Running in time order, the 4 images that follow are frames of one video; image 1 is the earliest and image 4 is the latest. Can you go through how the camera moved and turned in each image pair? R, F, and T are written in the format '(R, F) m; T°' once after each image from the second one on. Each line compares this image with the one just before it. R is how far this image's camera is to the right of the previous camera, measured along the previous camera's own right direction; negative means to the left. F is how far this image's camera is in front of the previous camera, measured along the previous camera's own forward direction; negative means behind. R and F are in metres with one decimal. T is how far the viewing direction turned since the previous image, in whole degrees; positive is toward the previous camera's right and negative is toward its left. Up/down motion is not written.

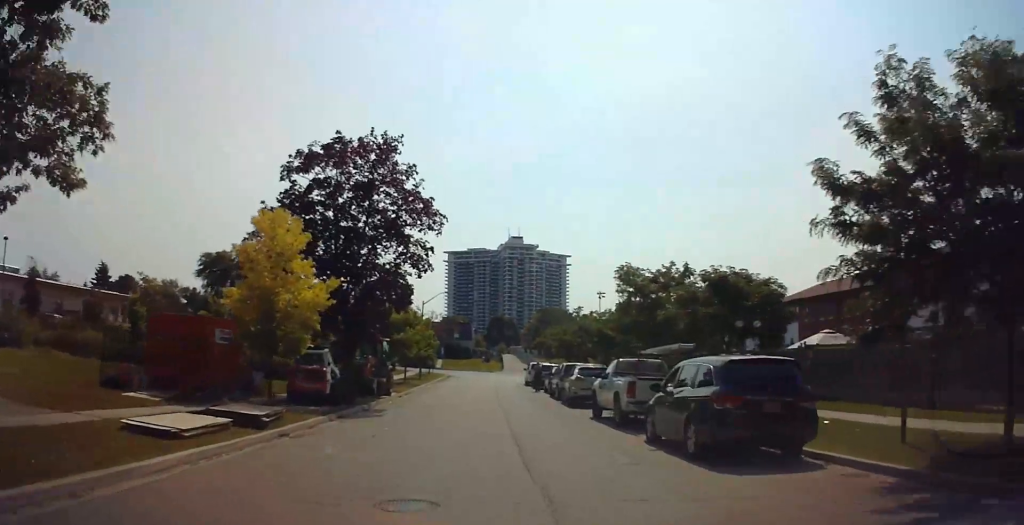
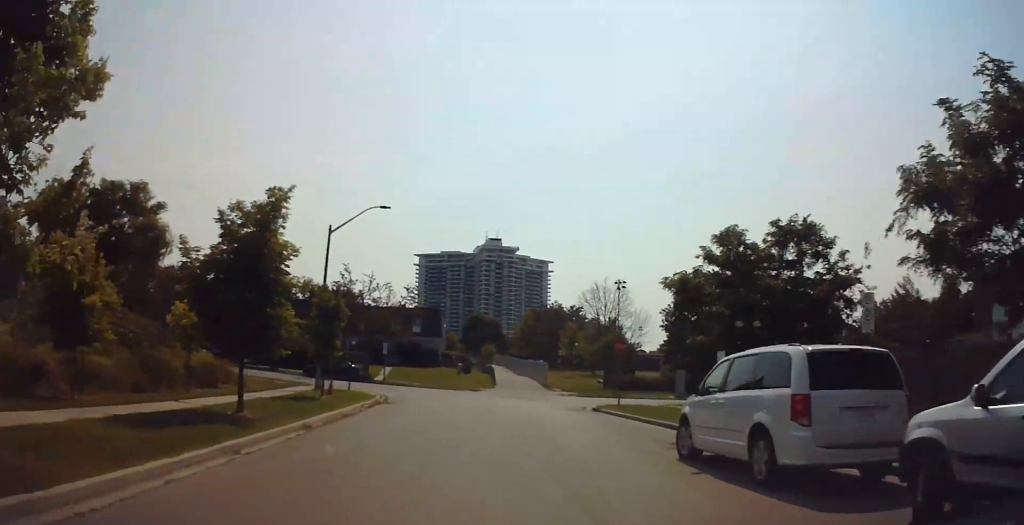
(+0.4, +47.2) m; +1°
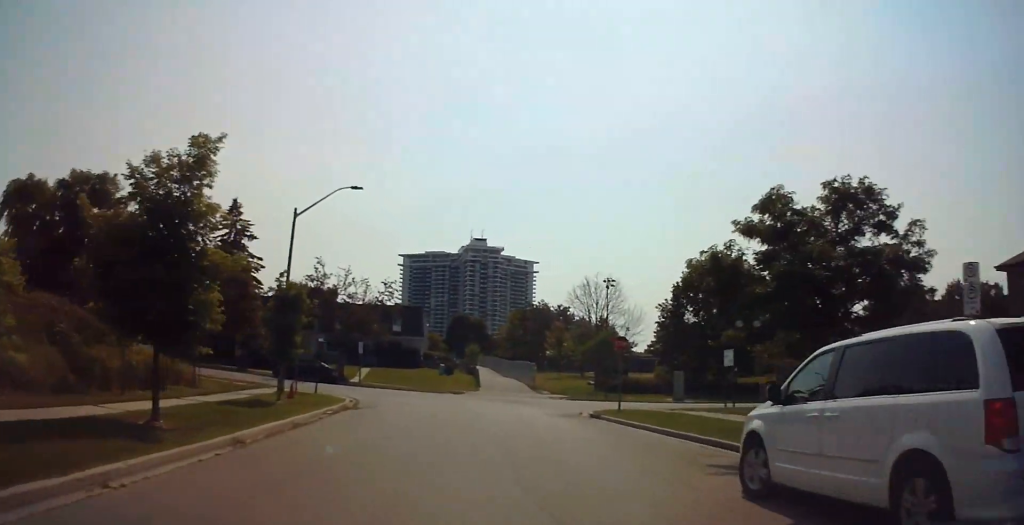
(+0.1, +4.0) m; -1°
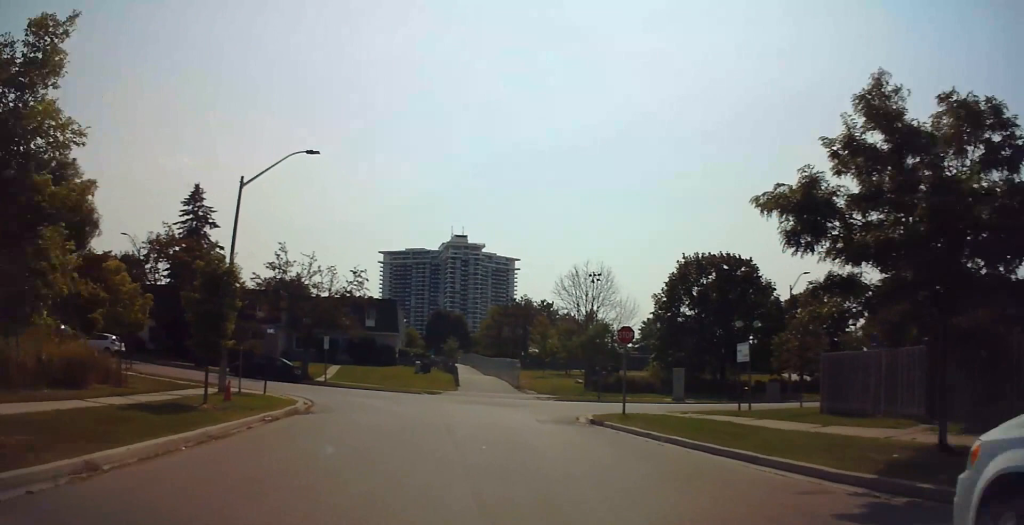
(-0.3, +4.6) m; -1°
